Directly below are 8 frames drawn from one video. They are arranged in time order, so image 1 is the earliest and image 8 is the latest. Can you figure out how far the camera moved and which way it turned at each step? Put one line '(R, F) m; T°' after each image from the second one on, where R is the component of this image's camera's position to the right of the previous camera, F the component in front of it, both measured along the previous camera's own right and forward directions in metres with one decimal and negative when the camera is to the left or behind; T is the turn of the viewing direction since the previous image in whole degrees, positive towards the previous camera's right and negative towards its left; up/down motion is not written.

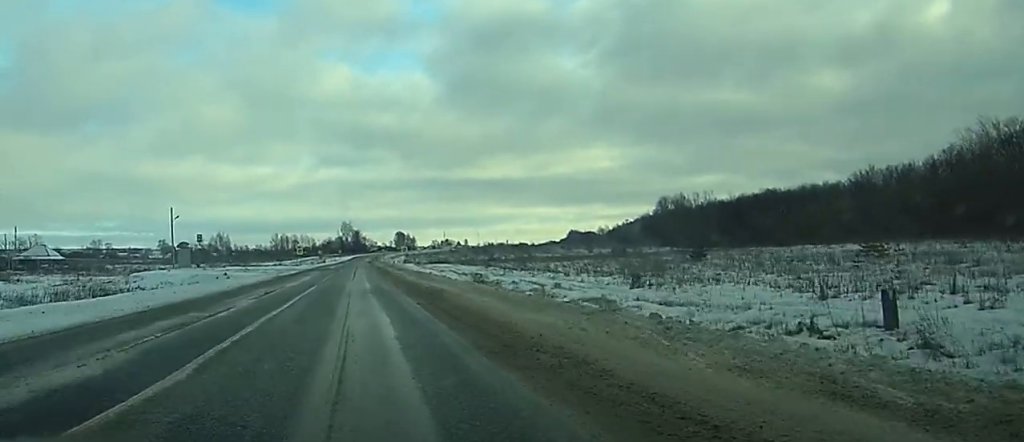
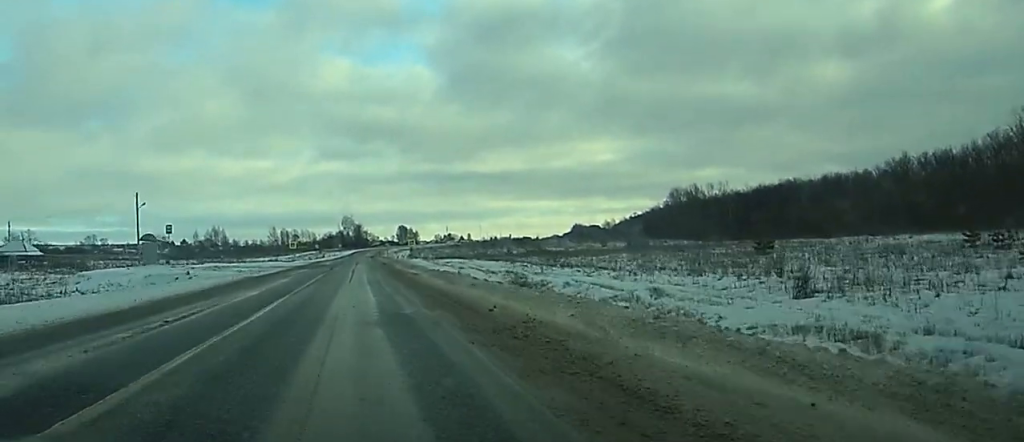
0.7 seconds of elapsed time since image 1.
(-0.1, +18.3) m; 0°
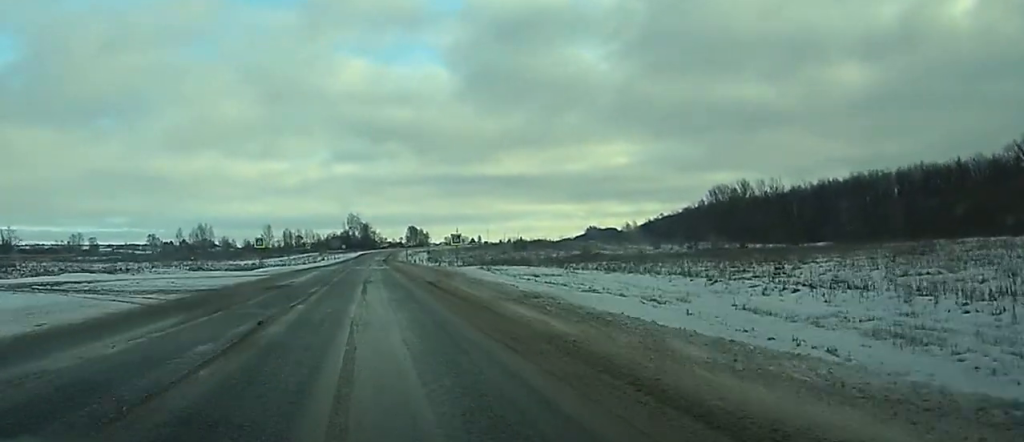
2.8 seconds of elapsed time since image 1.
(+0.1, +50.1) m; 0°
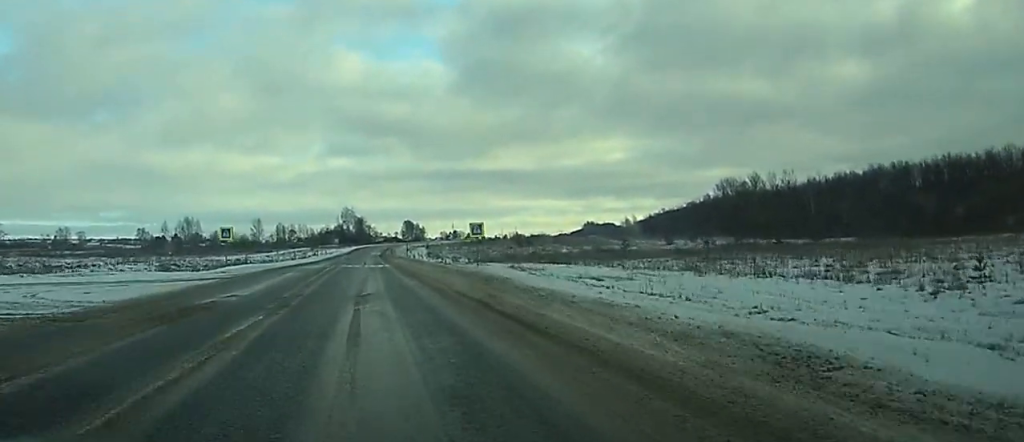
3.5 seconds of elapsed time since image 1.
(0.0, +16.1) m; 0°
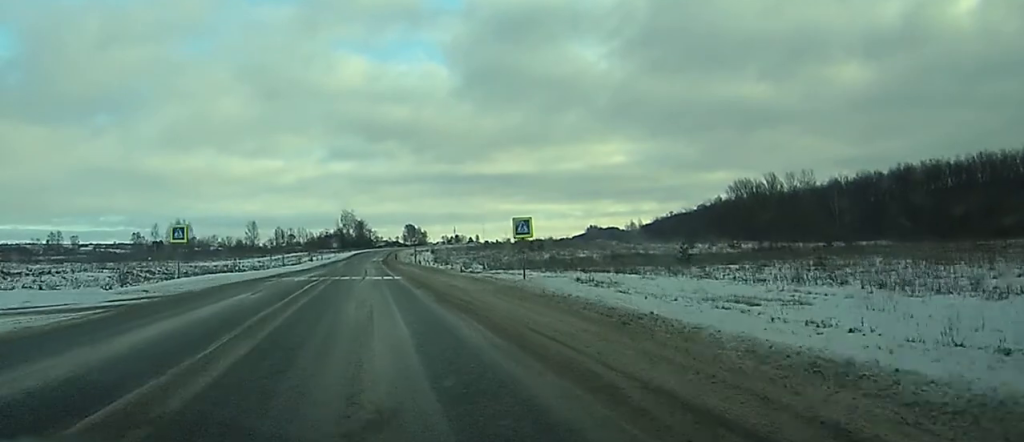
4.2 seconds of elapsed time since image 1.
(0.0, +16.0) m; 0°
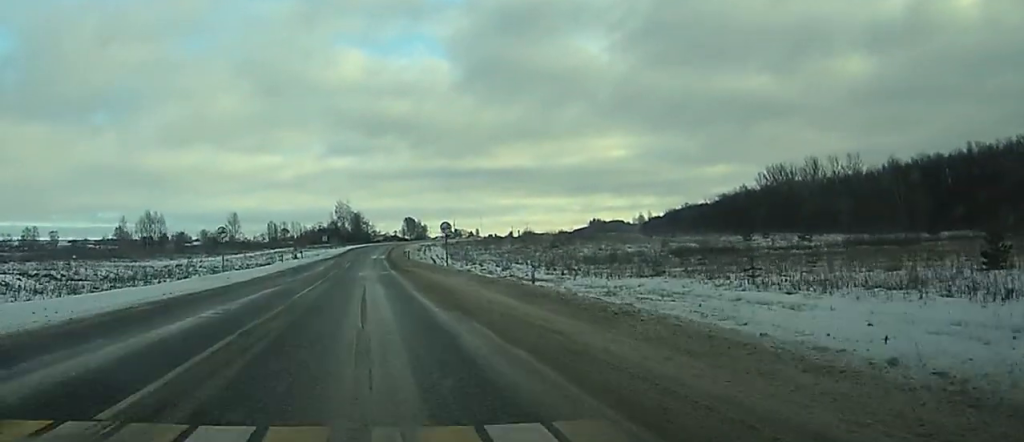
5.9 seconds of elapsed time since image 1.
(-0.1, +37.6) m; 0°
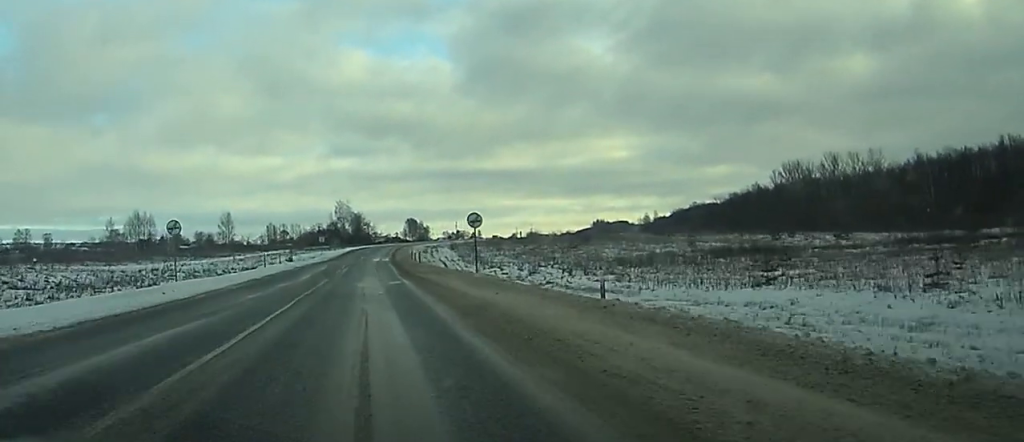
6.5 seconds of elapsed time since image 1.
(0.0, +14.1) m; 0°
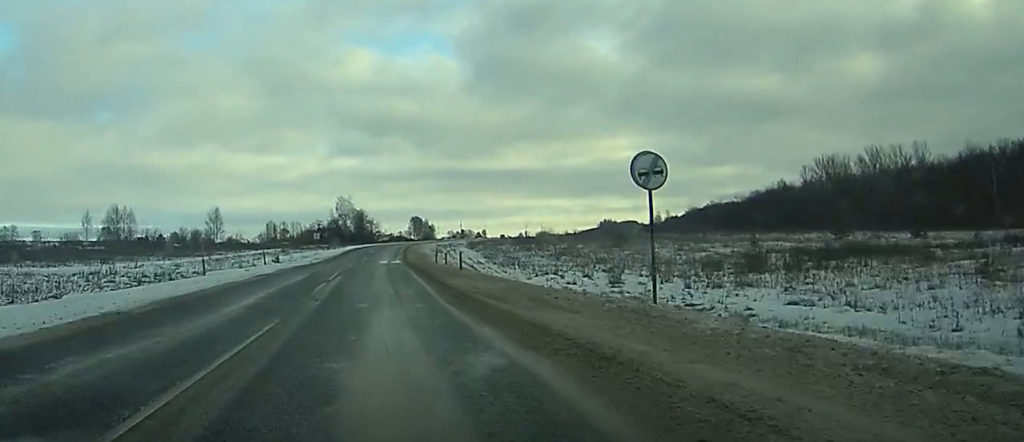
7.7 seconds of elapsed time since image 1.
(0.0, +25.1) m; 0°
